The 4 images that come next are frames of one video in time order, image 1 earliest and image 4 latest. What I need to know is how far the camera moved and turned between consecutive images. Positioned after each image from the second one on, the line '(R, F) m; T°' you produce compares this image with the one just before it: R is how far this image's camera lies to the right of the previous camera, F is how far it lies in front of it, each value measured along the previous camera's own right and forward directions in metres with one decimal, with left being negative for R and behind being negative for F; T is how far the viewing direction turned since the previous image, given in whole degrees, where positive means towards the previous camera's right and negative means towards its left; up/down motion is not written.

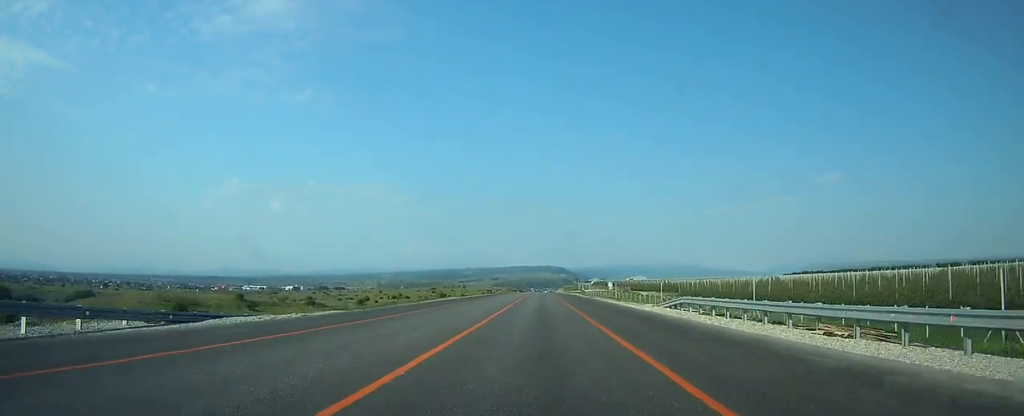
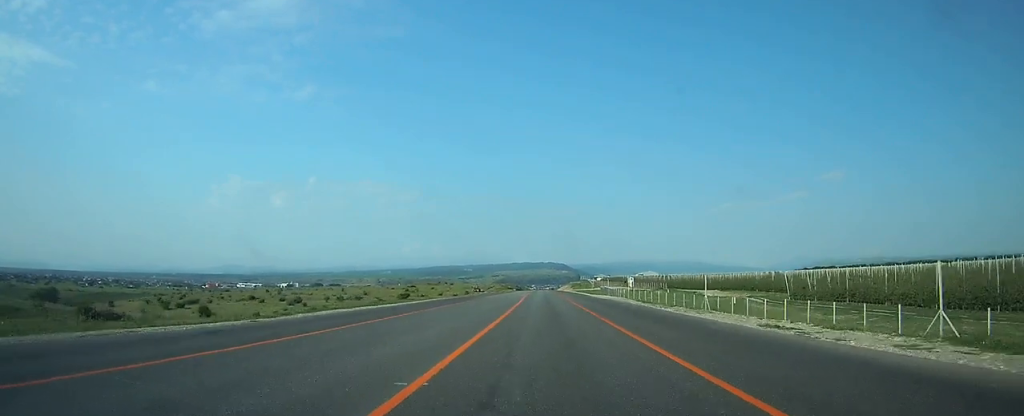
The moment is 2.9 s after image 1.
(-0.2, +60.9) m; 0°
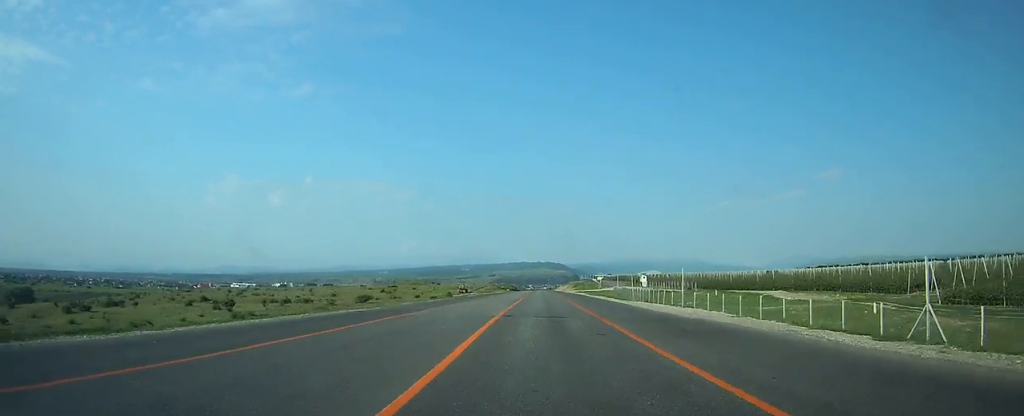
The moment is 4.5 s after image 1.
(0.0, +32.5) m; 0°
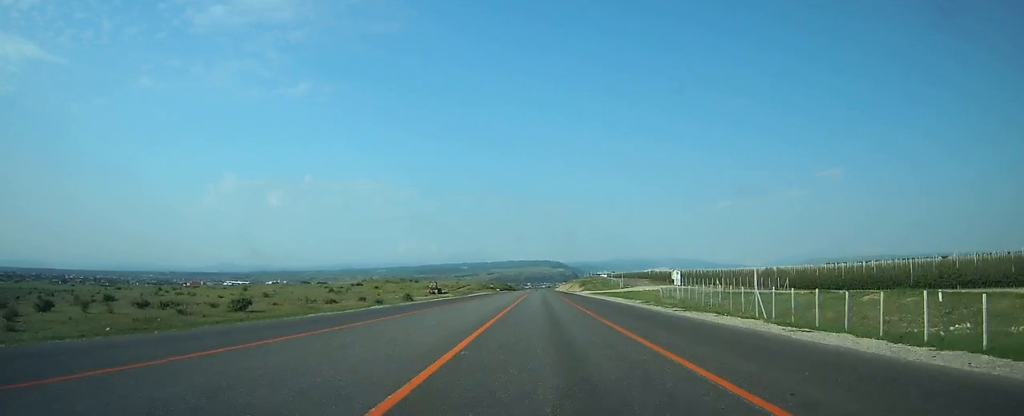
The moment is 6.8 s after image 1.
(0.0, +48.2) m; 0°
